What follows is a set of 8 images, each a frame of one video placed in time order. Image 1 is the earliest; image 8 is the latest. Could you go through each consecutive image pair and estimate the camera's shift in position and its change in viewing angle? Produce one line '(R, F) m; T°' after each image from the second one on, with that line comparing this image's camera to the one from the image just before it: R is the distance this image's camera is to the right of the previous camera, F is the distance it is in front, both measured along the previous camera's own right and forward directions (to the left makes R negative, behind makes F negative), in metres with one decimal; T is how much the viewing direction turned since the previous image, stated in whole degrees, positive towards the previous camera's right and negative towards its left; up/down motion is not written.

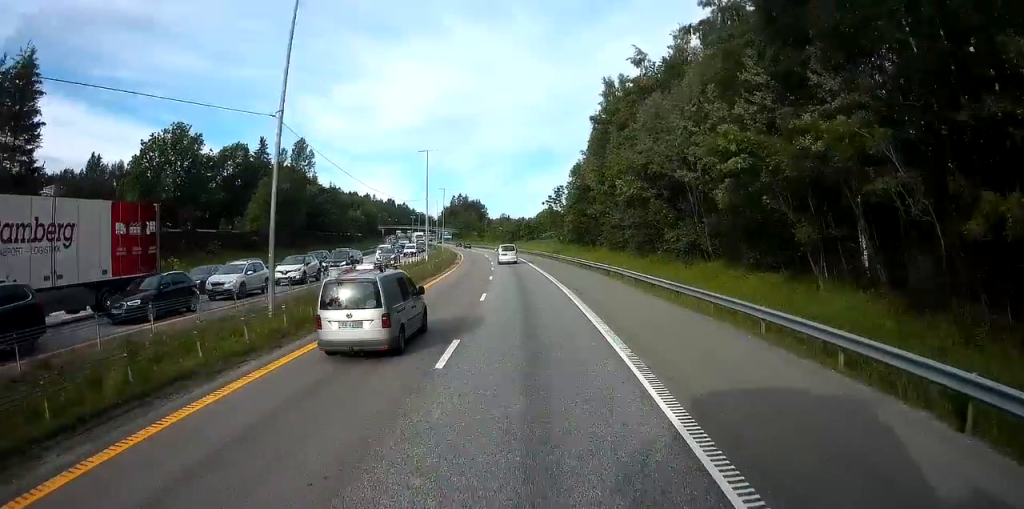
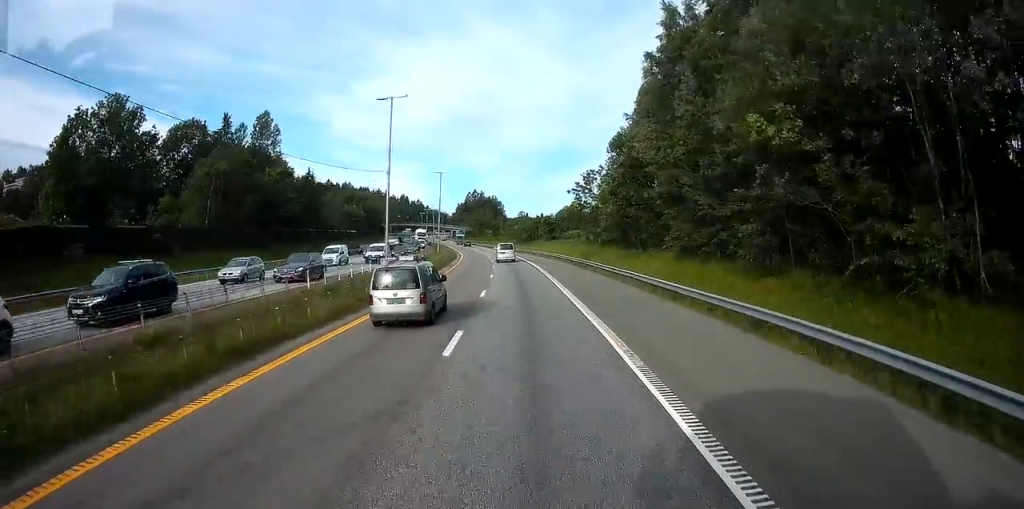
(-0.4, +23.2) m; -2°
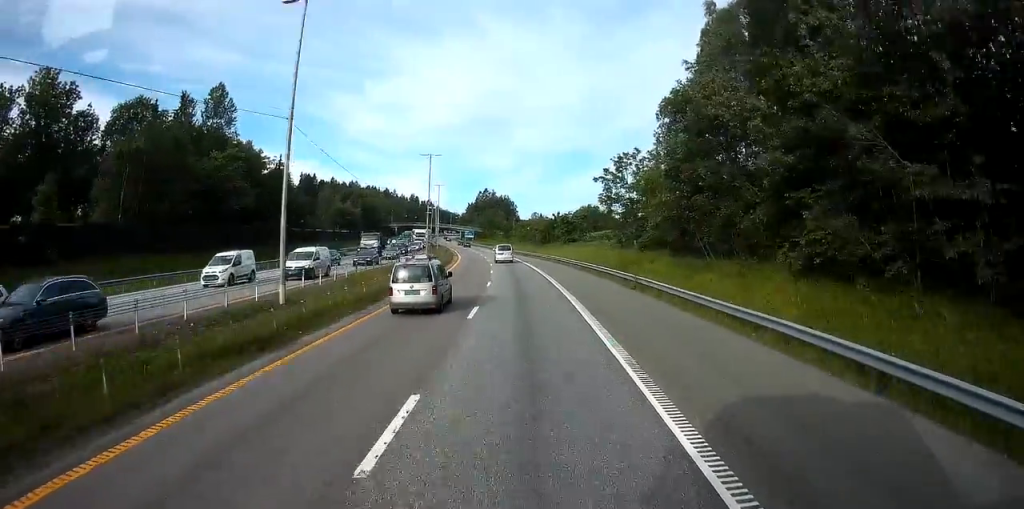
(0.0, +17.2) m; -1°
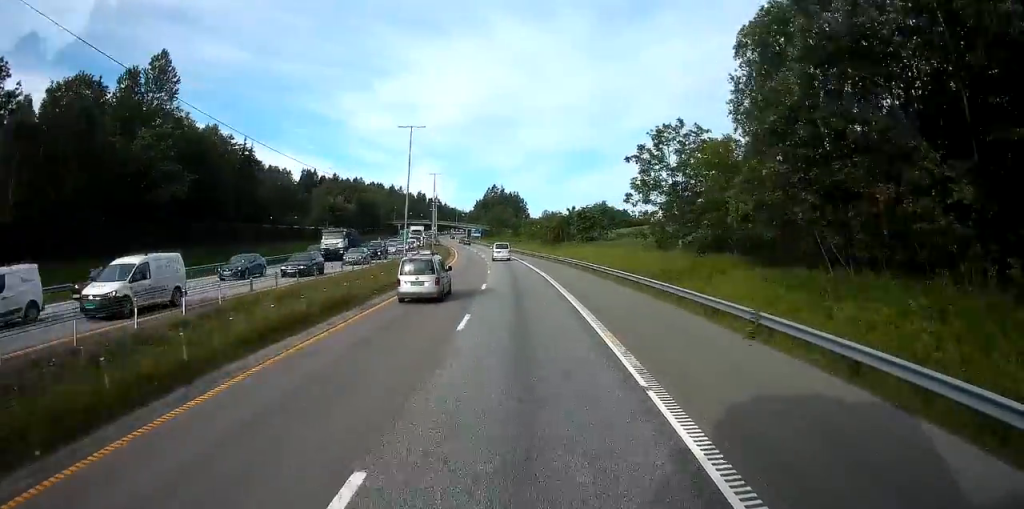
(-0.2, +15.1) m; -2°
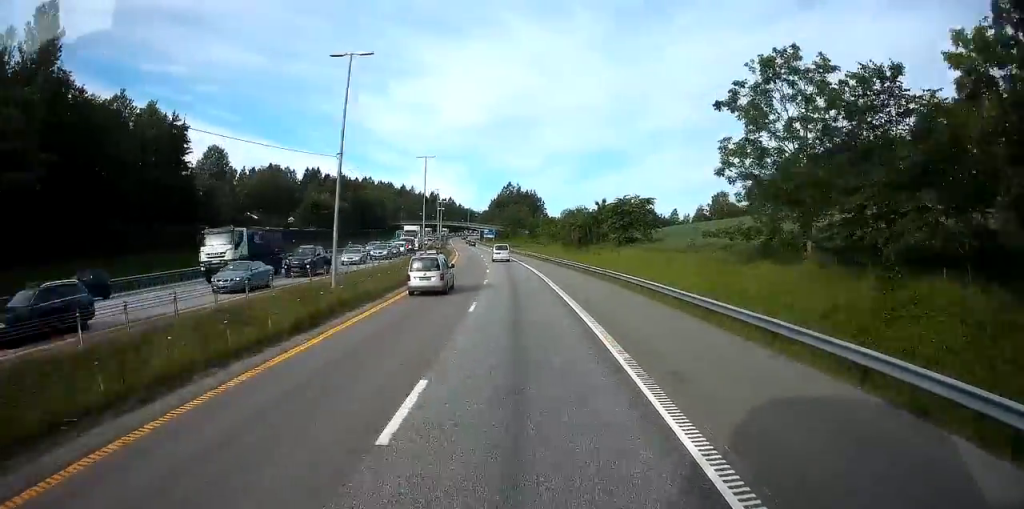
(-0.5, +20.4) m; -2°
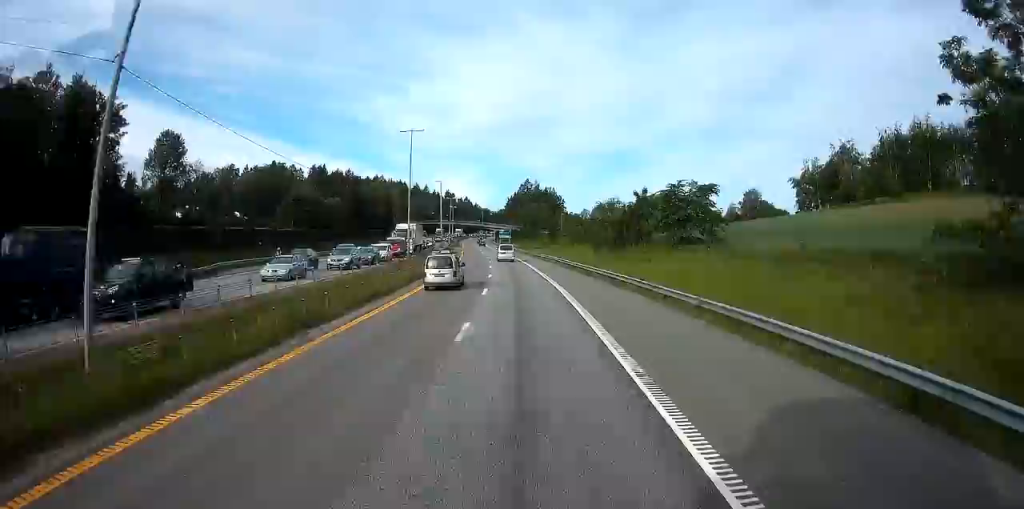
(-0.3, +17.4) m; -2°
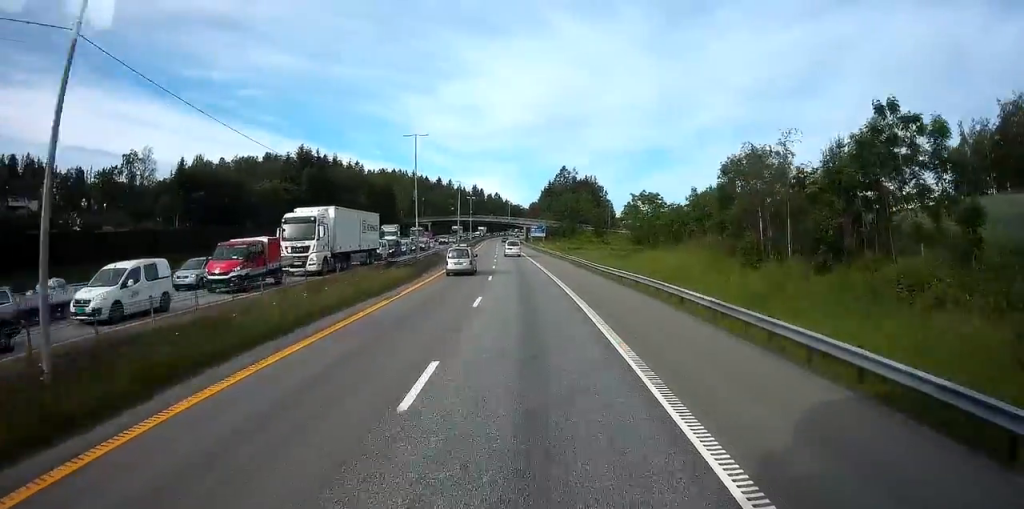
(-1.4, +42.4) m; -3°
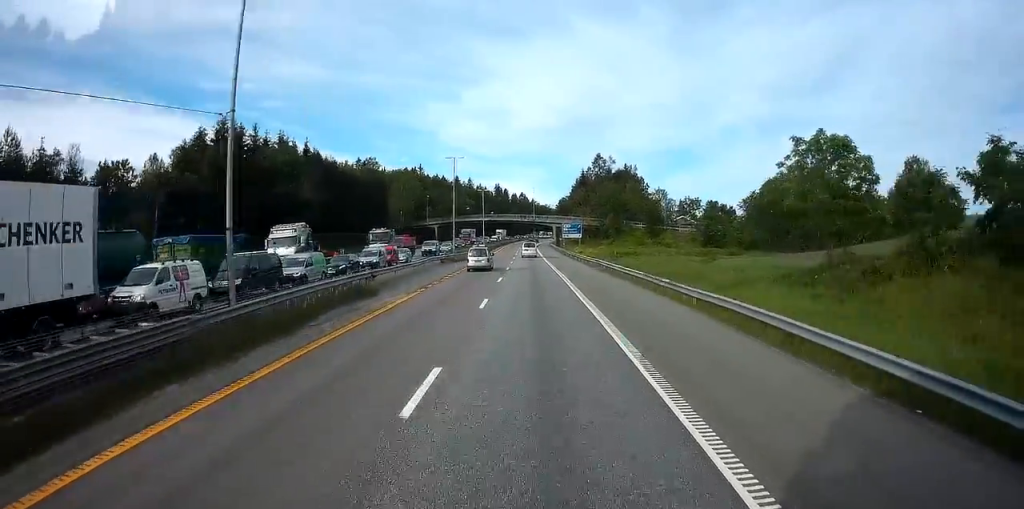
(-0.8, +36.4) m; -2°
